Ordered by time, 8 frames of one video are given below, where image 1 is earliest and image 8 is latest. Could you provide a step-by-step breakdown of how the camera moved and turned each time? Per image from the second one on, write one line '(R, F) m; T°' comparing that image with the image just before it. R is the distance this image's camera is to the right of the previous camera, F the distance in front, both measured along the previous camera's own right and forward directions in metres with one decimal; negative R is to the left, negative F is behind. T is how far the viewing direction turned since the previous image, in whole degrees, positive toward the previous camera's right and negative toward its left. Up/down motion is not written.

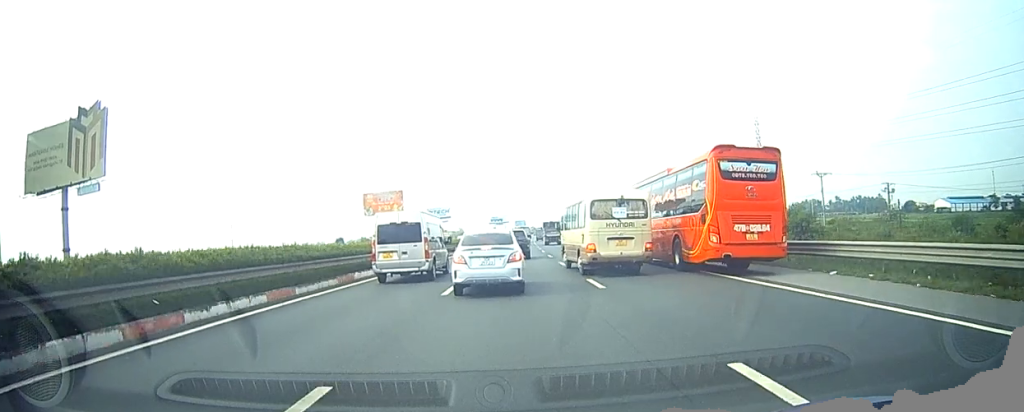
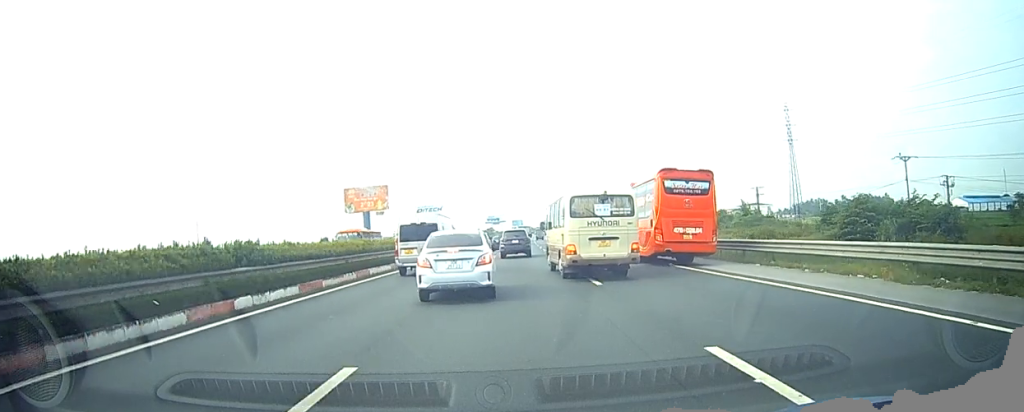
(0.0, +22.7) m; 0°
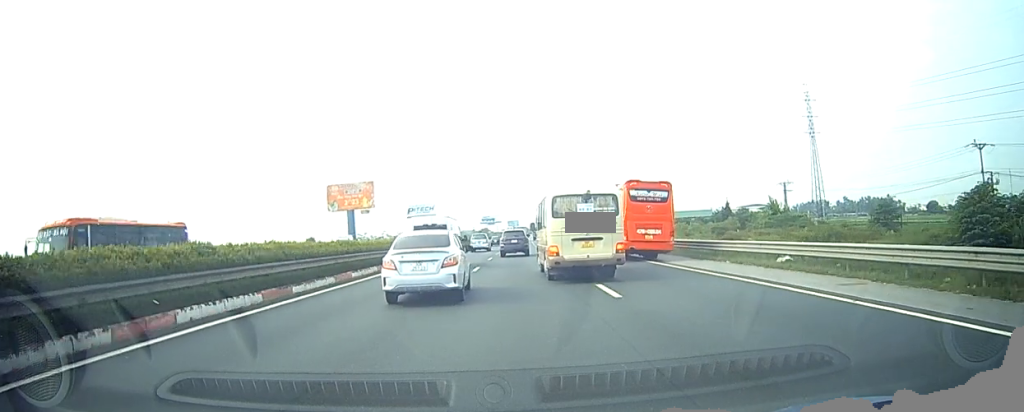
(0.0, +15.4) m; 0°
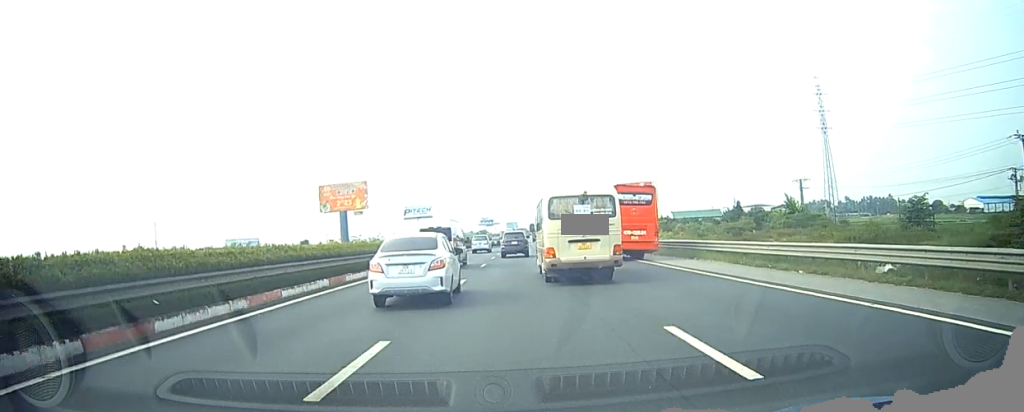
(0.0, +7.4) m; 0°
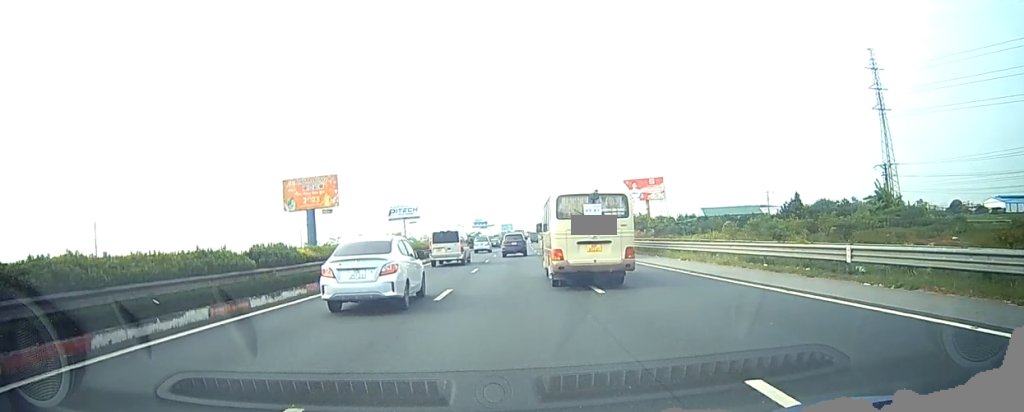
(-0.1, +27.0) m; 0°
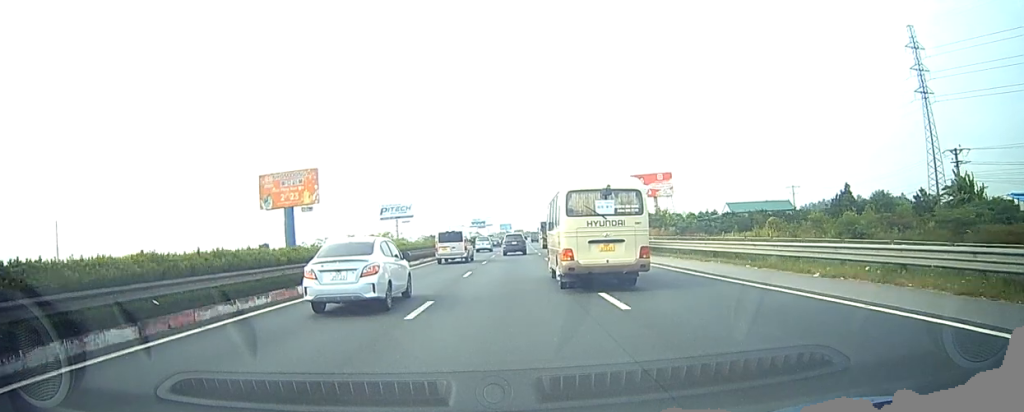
(0.0, +15.2) m; 0°
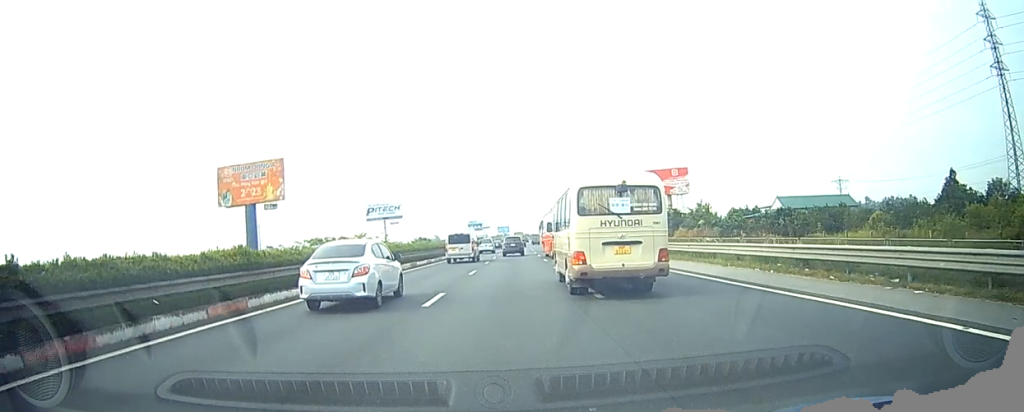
(0.0, +18.5) m; 0°
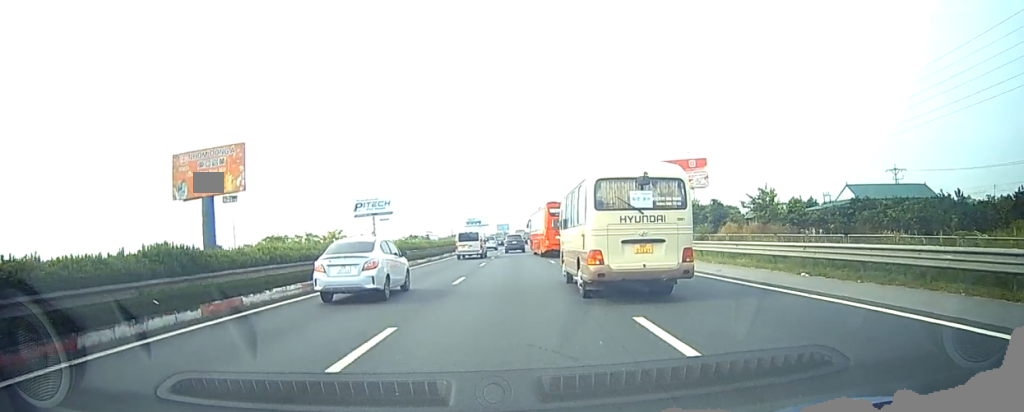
(+0.1, +15.5) m; +1°
